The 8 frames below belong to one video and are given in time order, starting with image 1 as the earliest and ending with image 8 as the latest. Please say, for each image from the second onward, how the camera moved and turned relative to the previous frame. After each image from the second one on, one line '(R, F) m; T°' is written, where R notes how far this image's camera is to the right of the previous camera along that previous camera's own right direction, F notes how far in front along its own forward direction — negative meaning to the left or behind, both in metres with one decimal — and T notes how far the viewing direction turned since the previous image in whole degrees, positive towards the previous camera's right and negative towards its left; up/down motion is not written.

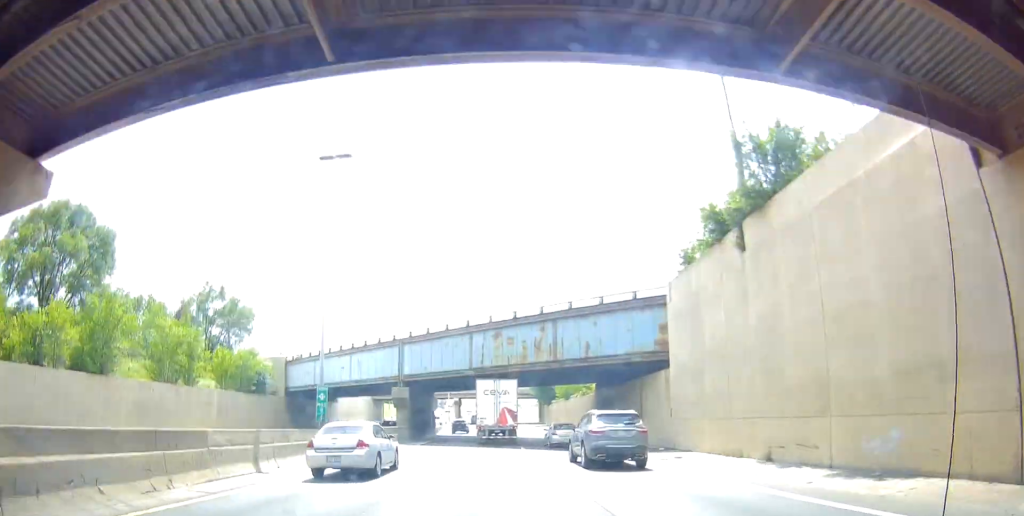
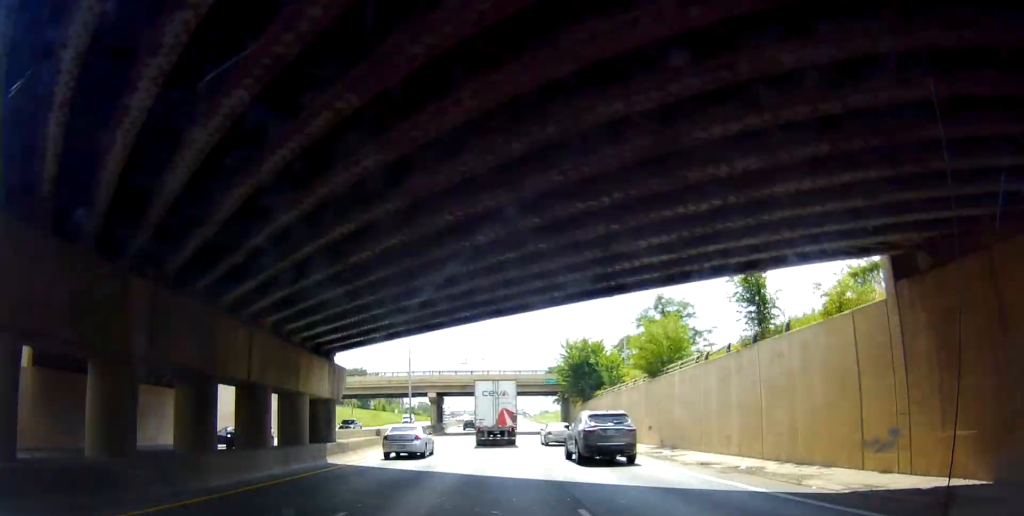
(-0.4, +39.7) m; -1°
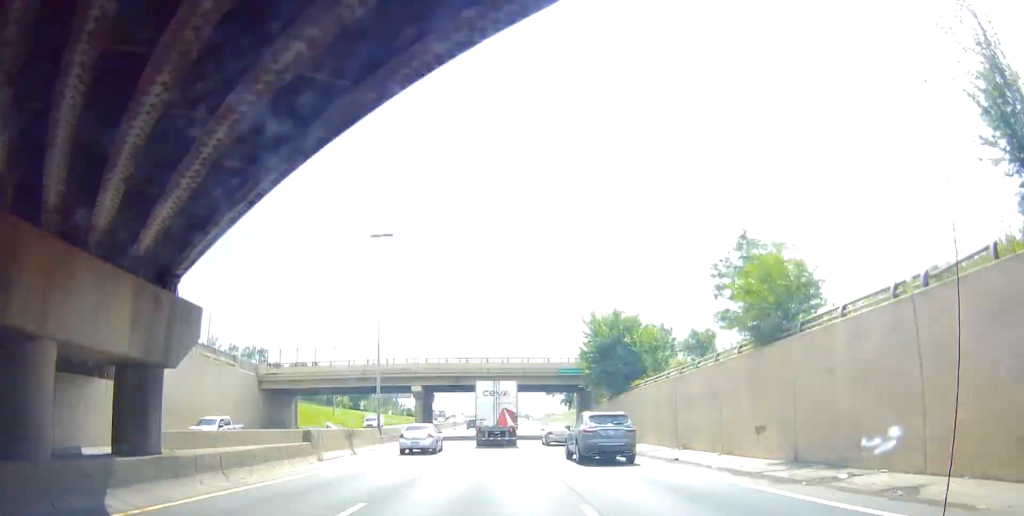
(0.0, +14.1) m; 0°
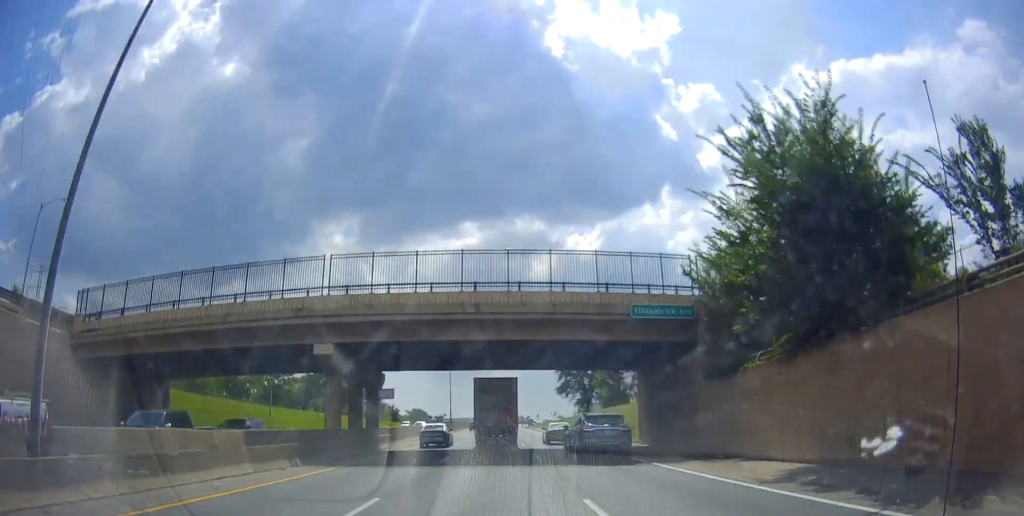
(0.0, +29.1) m; -1°
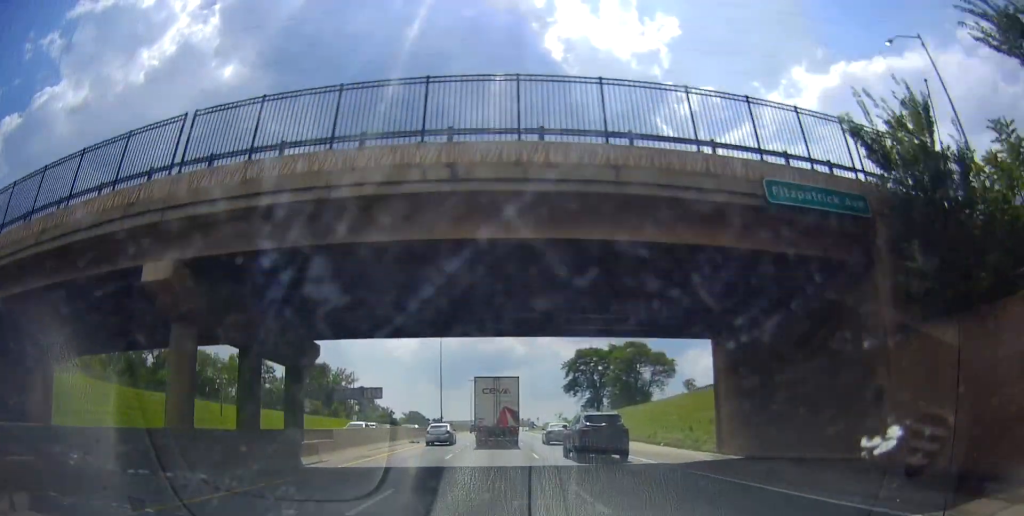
(-0.1, +13.6) m; 0°
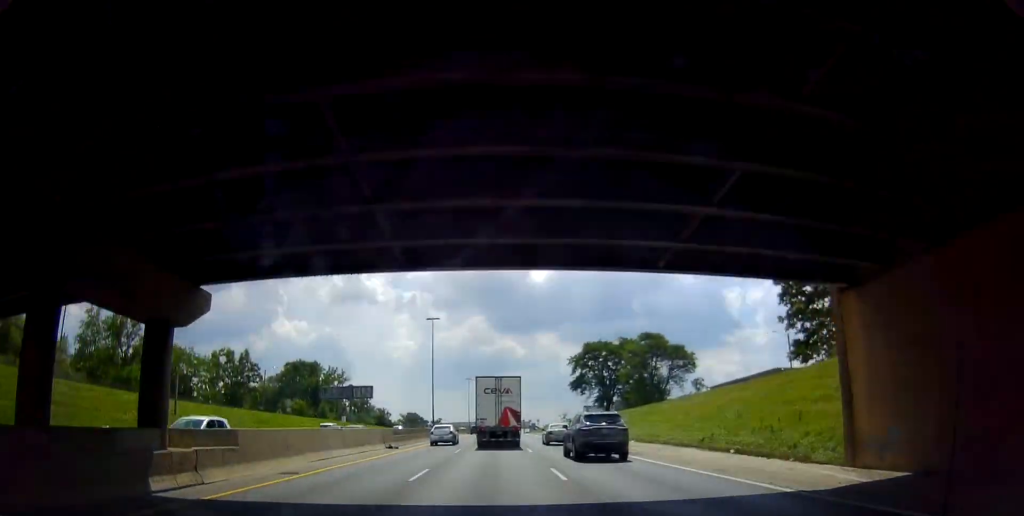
(-0.2, +9.6) m; 0°
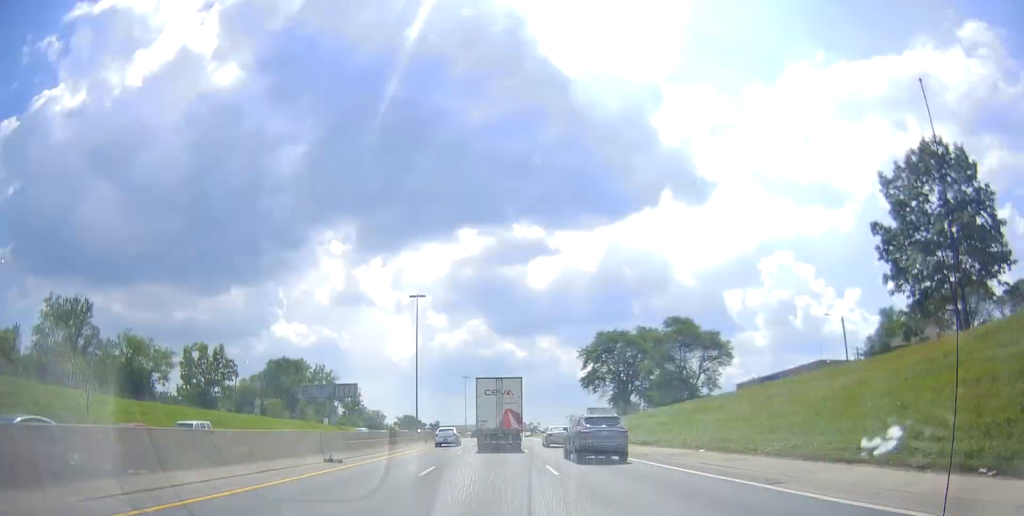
(+0.1, +13.1) m; -1°
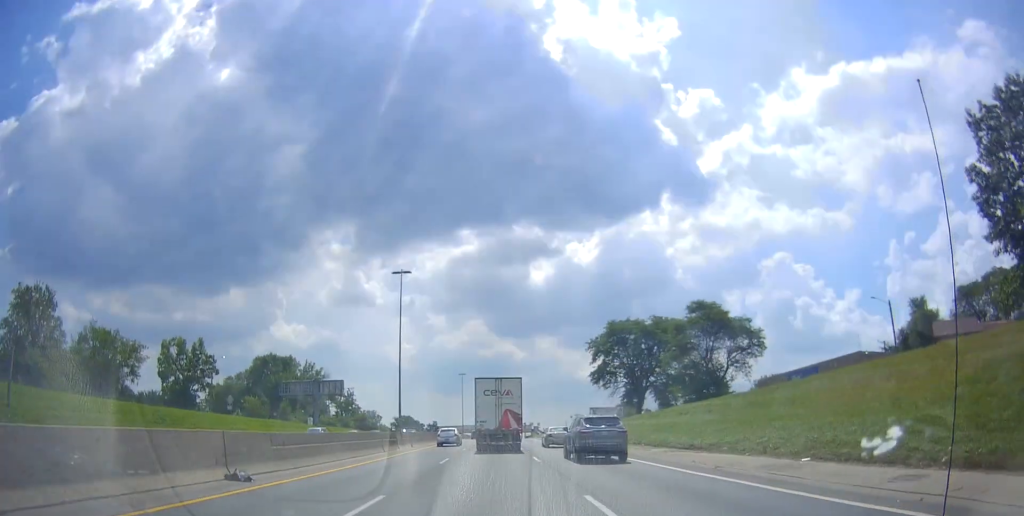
(+0.3, +9.0) m; 0°
